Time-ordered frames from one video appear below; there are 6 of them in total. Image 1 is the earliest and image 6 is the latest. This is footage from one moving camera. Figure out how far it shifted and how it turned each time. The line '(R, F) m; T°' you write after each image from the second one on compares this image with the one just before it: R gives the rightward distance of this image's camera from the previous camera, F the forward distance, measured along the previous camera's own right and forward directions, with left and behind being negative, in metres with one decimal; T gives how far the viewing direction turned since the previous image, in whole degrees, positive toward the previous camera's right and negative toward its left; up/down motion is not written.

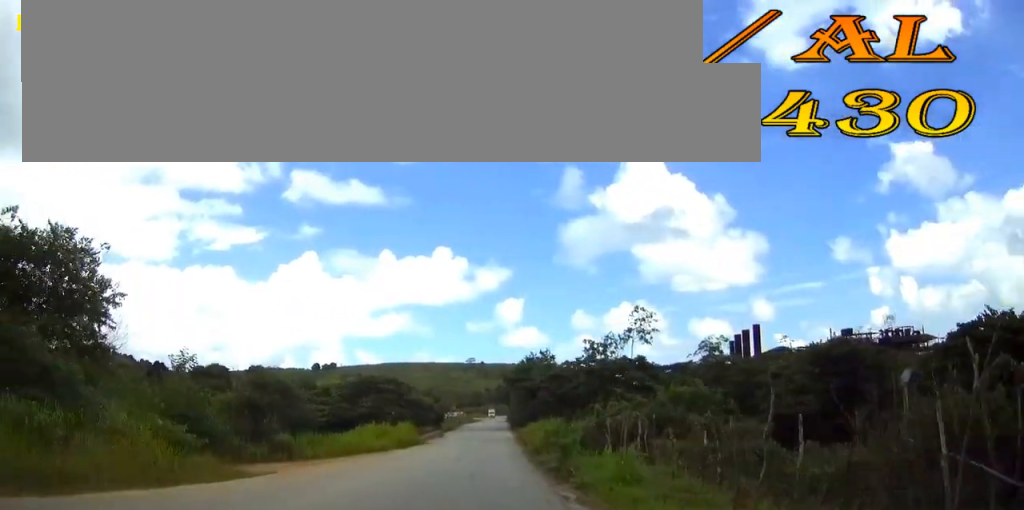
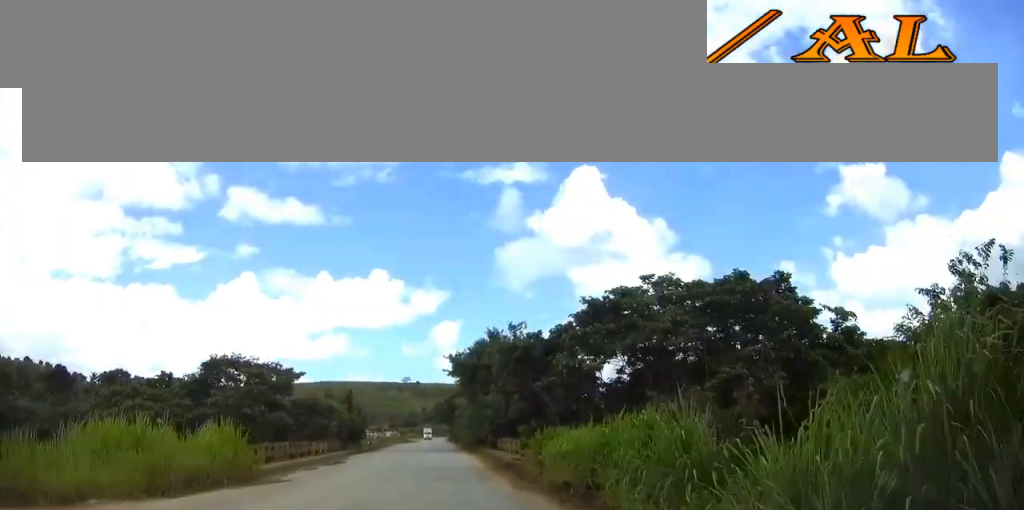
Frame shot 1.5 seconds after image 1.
(+2.3, +31.1) m; +6°
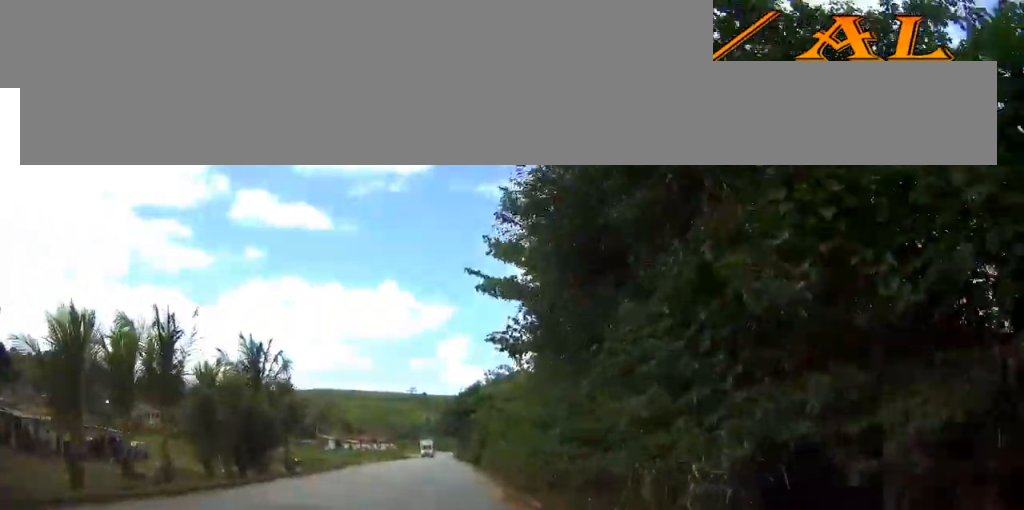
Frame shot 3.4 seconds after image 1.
(+0.1, +39.3) m; 0°
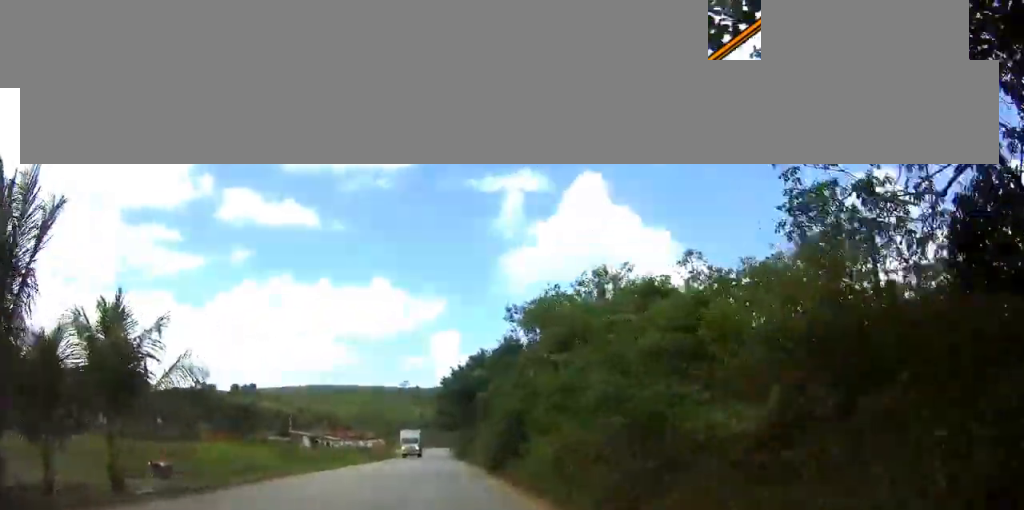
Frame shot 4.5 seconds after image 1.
(0.0, +22.0) m; 0°
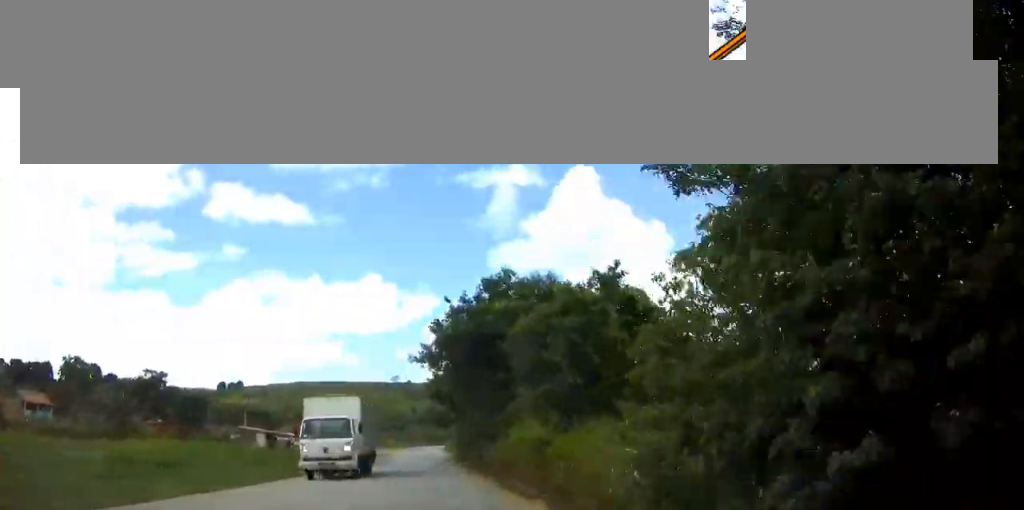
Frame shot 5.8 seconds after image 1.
(0.0, +26.0) m; 0°
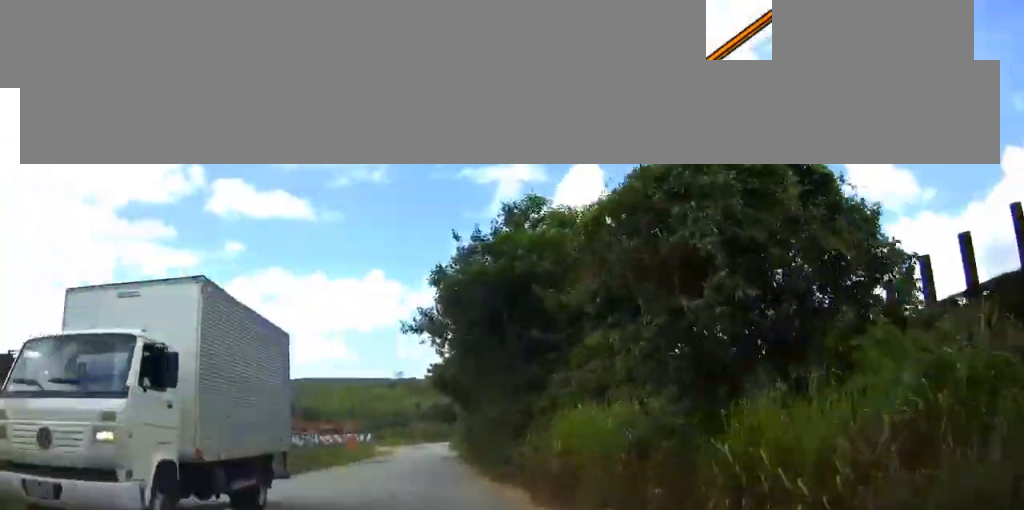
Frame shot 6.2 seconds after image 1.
(0.0, +9.6) m; 0°
